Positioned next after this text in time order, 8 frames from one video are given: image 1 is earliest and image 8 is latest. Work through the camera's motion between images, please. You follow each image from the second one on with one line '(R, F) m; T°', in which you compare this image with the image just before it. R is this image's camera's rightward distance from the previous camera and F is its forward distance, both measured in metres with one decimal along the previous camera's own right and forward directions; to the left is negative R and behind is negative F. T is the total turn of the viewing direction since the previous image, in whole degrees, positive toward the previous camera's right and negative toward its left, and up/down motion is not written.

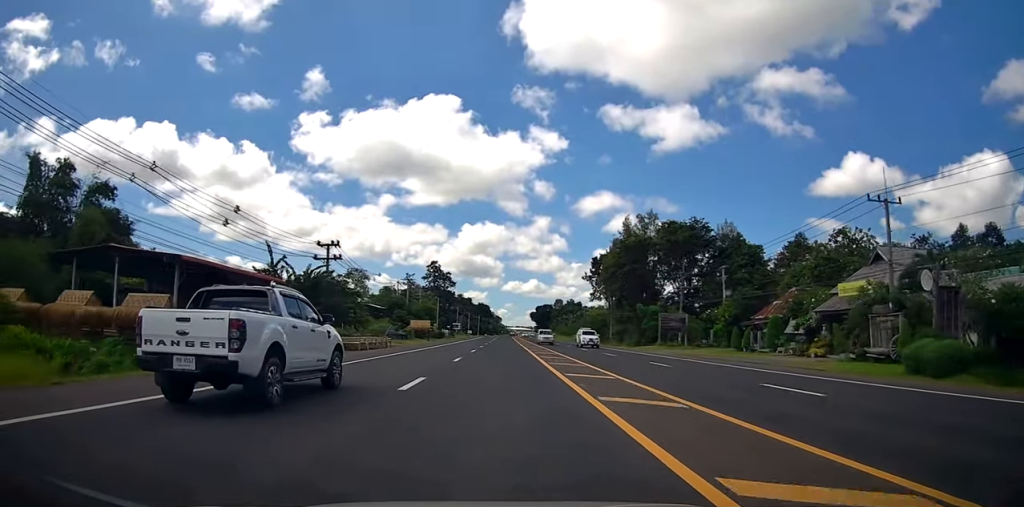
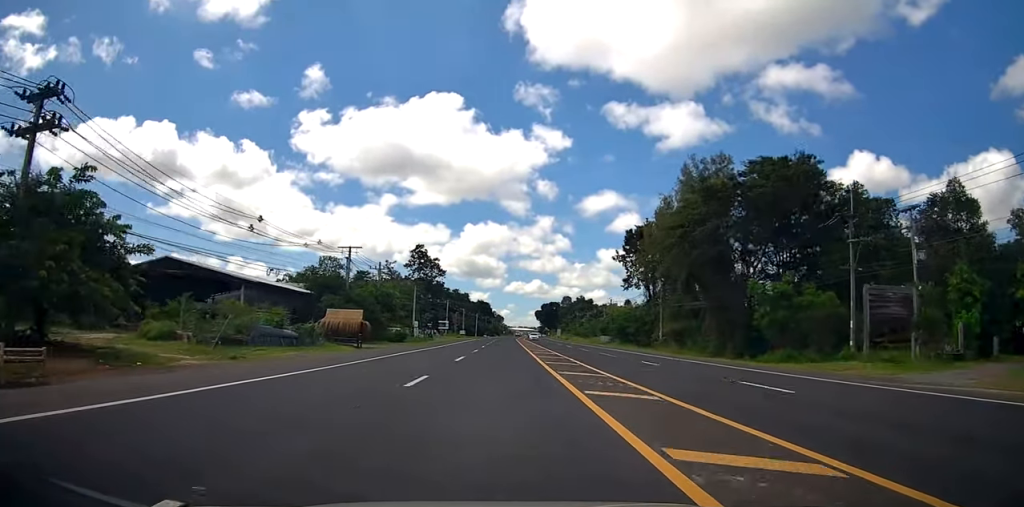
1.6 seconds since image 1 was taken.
(-0.3, +34.7) m; -1°
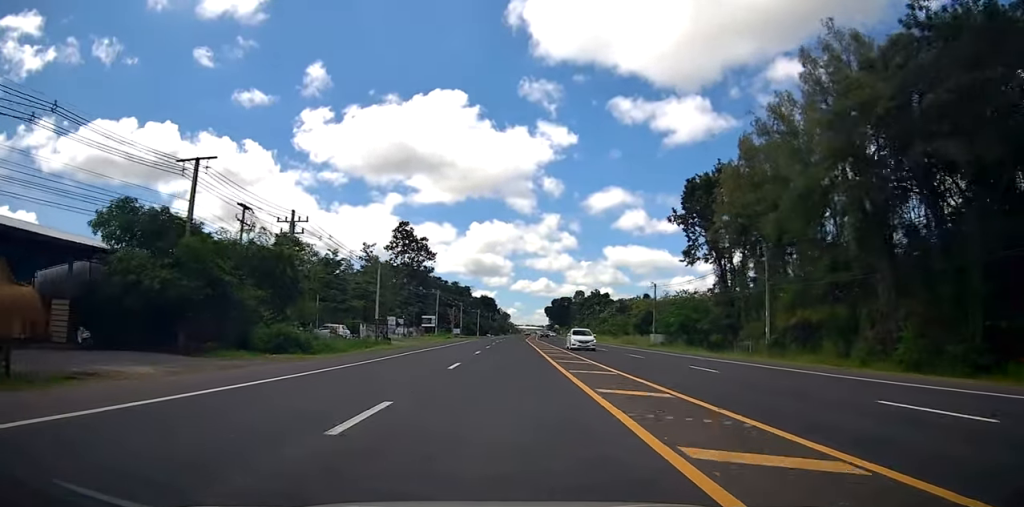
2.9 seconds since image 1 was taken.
(-0.1, +30.0) m; -1°
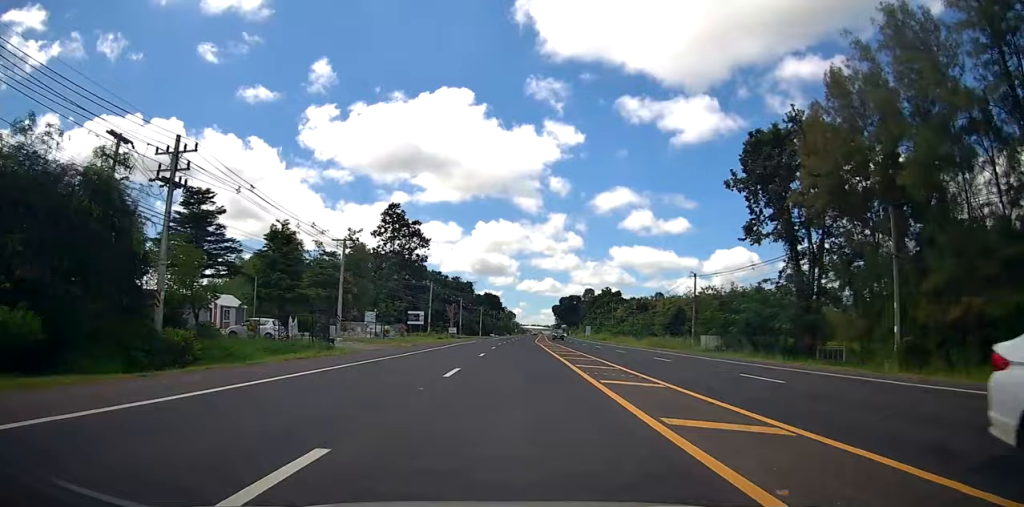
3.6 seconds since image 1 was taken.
(-0.2, +16.0) m; 0°
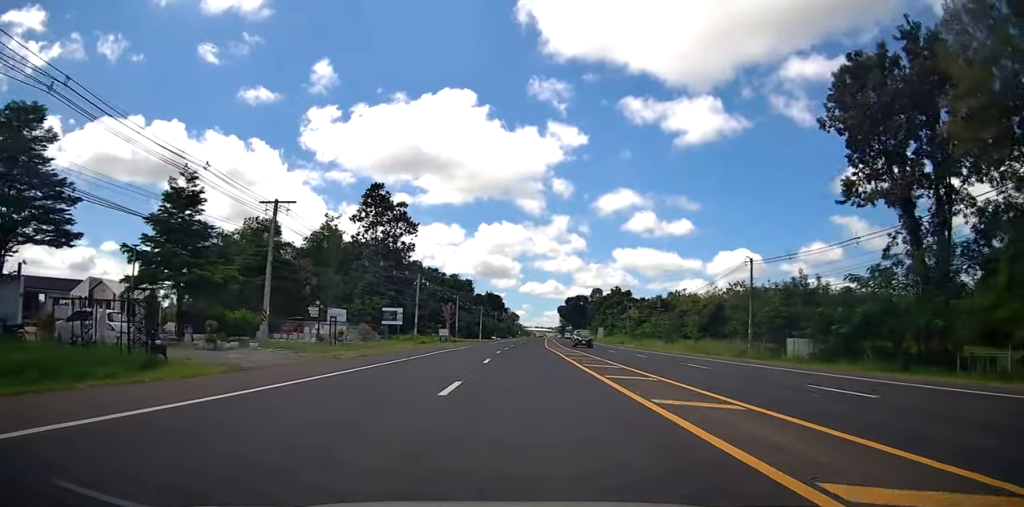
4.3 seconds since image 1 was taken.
(-0.1, +15.6) m; +1°
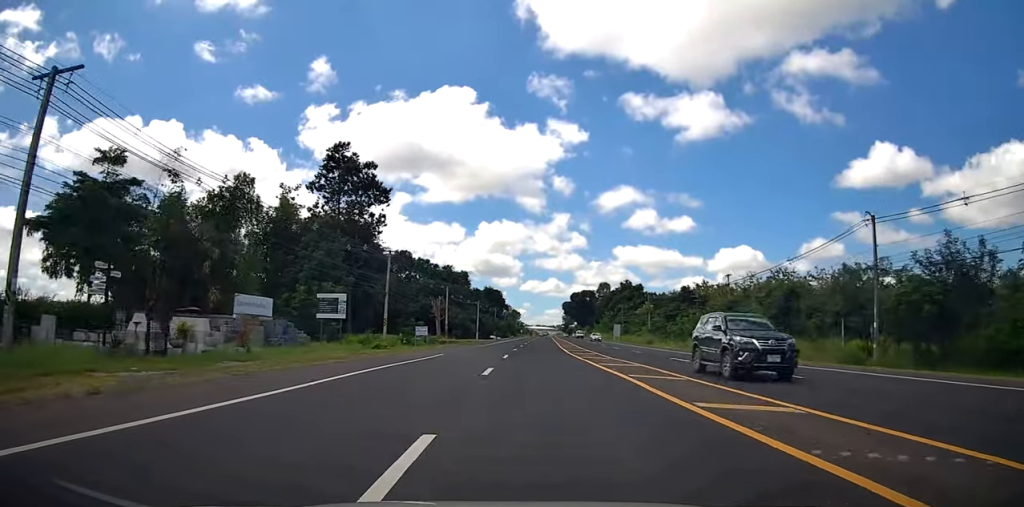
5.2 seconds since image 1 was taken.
(+0.4, +19.4) m; 0°
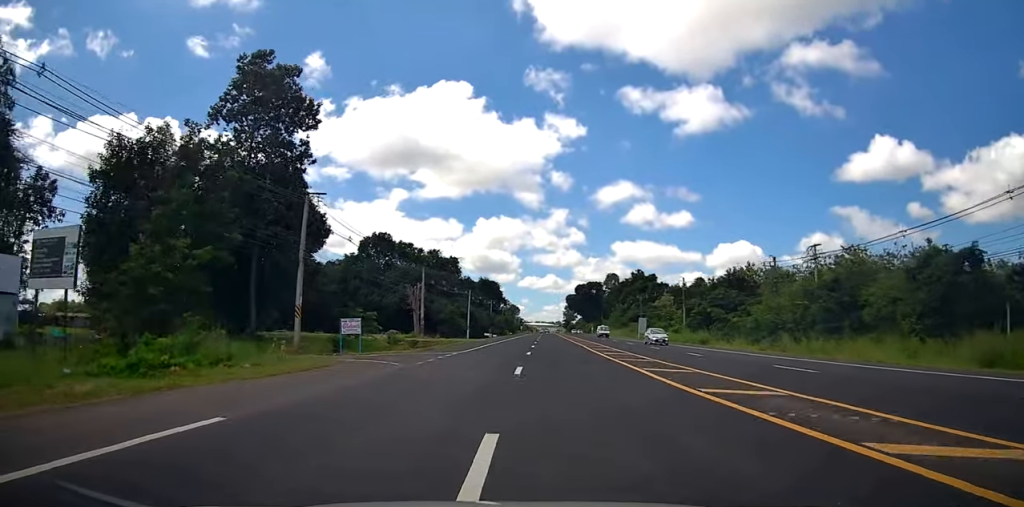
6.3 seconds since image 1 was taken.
(-0.4, +23.9) m; -1°
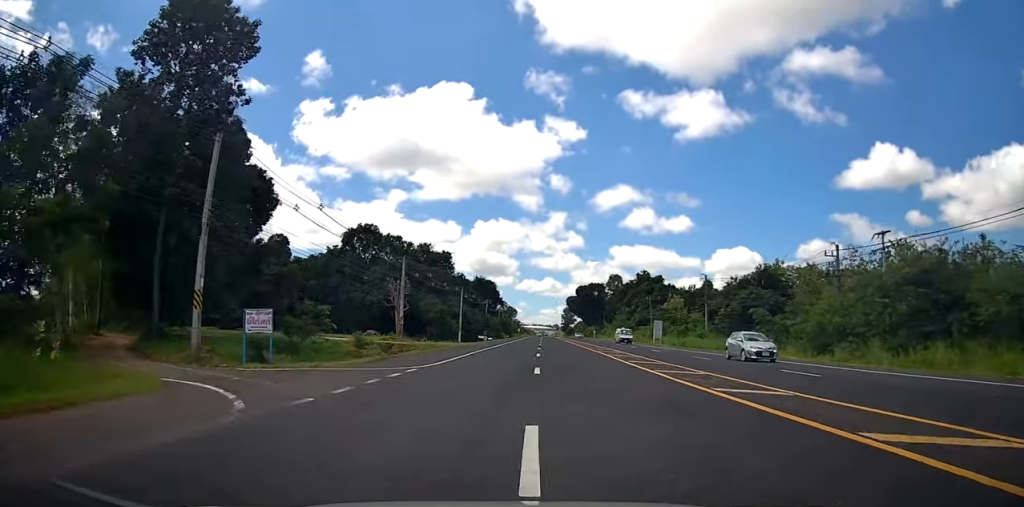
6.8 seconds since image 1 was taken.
(0.0, +11.3) m; +1°
